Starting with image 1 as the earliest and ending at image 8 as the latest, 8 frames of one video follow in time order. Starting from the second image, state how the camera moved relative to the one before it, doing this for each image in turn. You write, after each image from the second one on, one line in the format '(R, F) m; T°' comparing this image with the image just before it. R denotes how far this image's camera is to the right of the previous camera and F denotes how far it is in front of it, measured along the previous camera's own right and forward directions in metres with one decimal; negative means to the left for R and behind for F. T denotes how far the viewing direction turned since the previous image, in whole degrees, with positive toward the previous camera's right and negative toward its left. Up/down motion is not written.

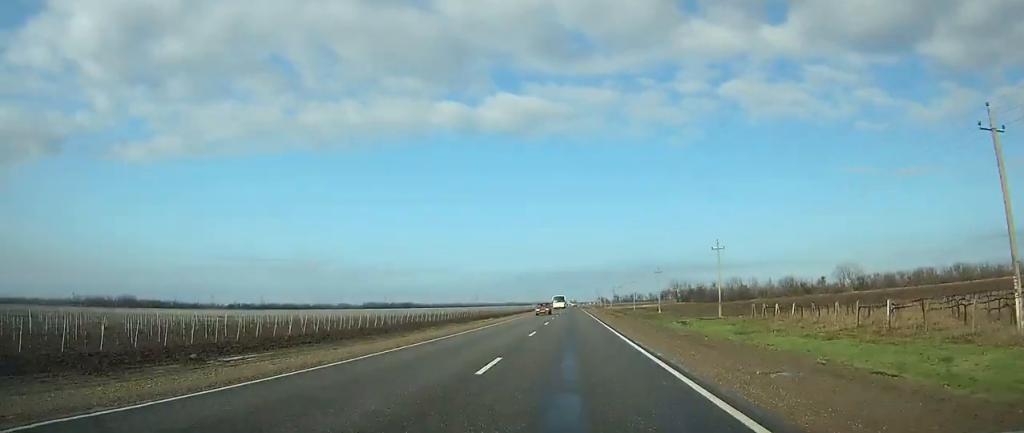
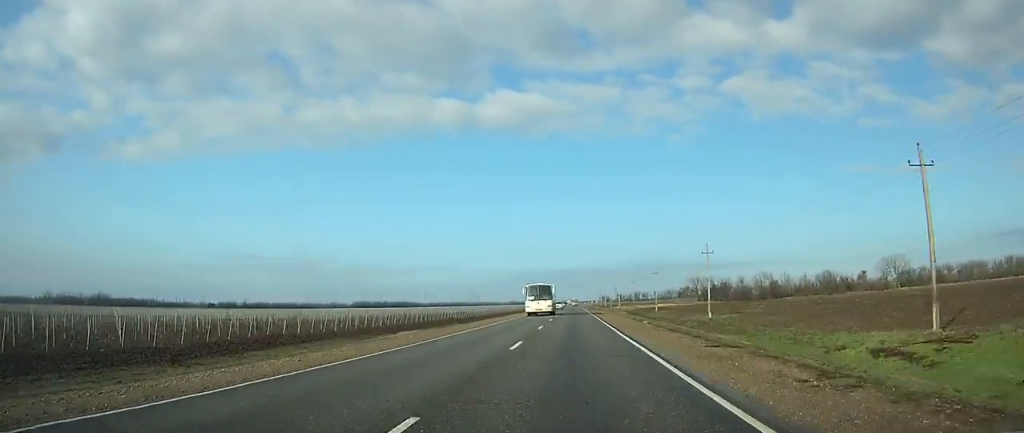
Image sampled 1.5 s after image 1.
(0.0, +43.1) m; 0°
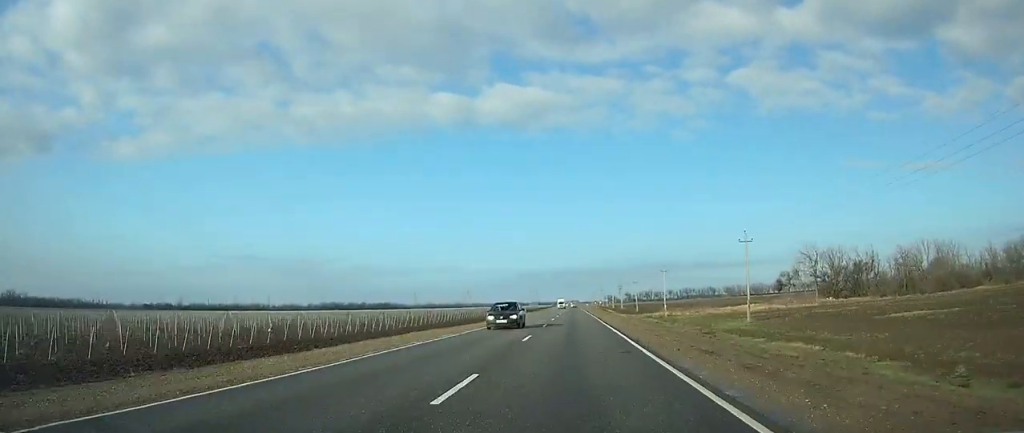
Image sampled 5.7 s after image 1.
(+0.4, +116.3) m; 0°
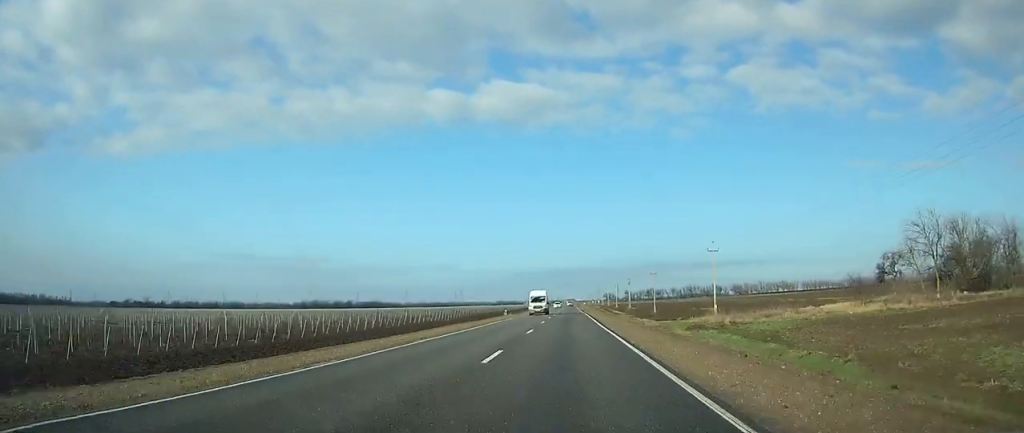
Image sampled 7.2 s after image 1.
(0.0, +43.2) m; 0°
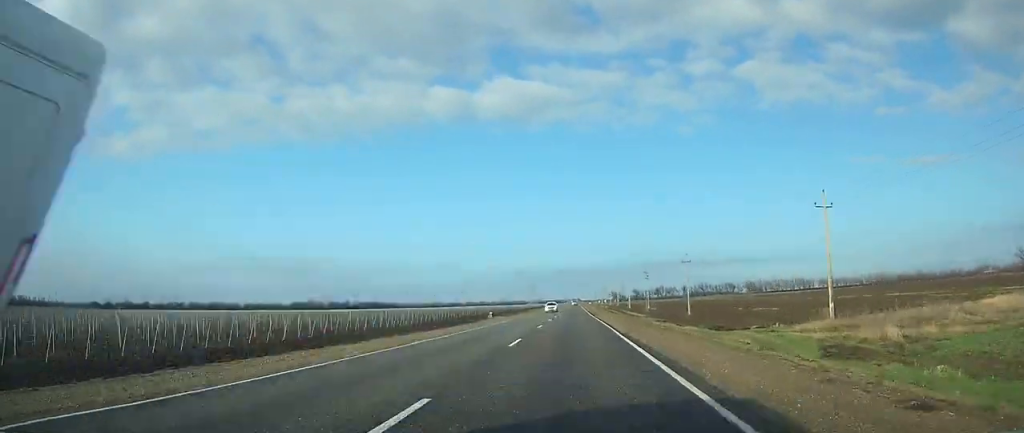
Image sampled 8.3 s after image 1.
(-0.1, +31.9) m; 0°
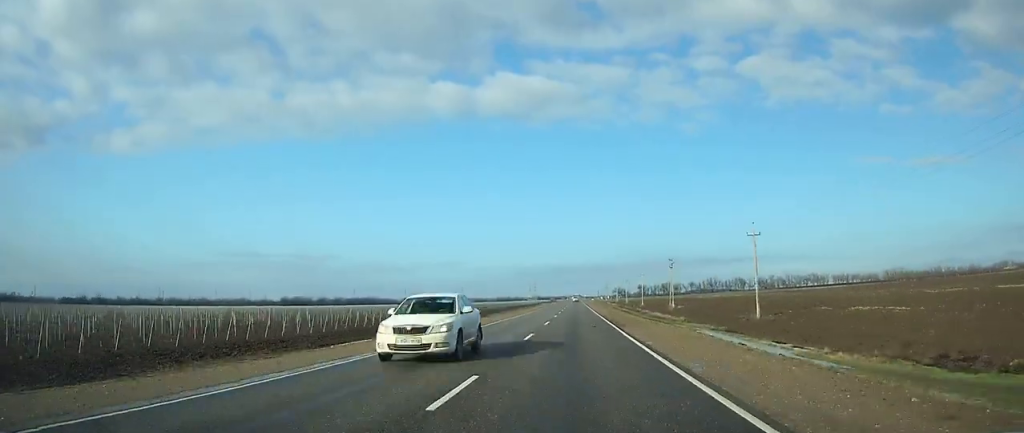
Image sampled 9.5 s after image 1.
(-0.2, +33.7) m; 0°
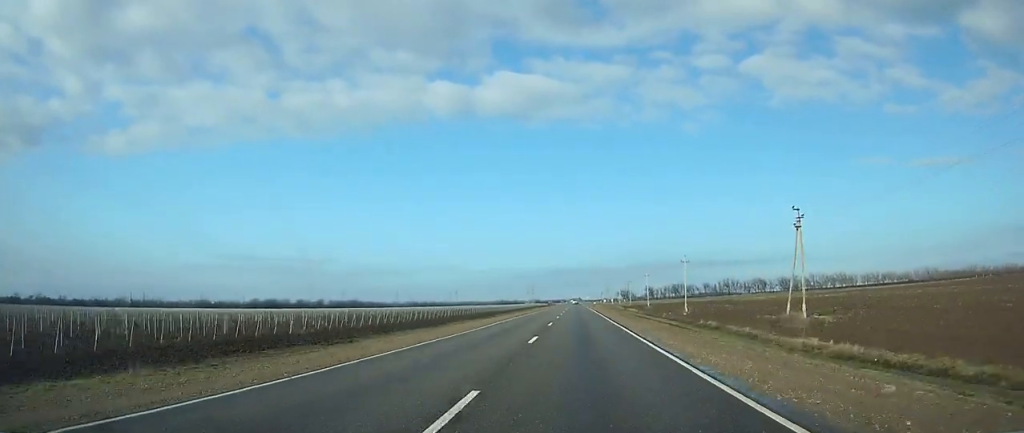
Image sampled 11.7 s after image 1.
(+0.2, +61.9) m; 0°
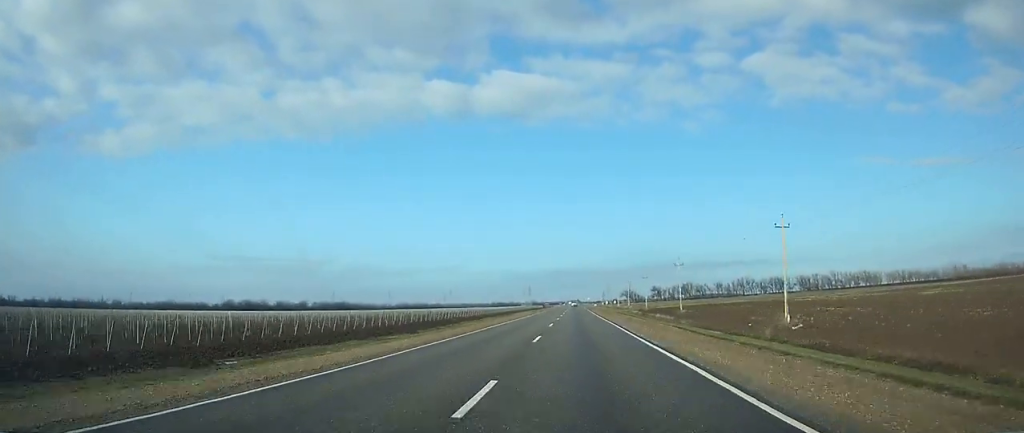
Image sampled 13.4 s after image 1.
(0.0, +46.9) m; 0°
